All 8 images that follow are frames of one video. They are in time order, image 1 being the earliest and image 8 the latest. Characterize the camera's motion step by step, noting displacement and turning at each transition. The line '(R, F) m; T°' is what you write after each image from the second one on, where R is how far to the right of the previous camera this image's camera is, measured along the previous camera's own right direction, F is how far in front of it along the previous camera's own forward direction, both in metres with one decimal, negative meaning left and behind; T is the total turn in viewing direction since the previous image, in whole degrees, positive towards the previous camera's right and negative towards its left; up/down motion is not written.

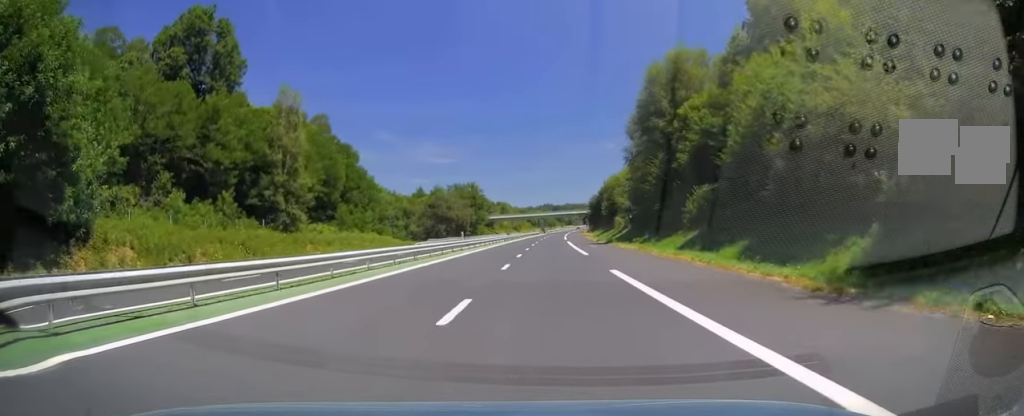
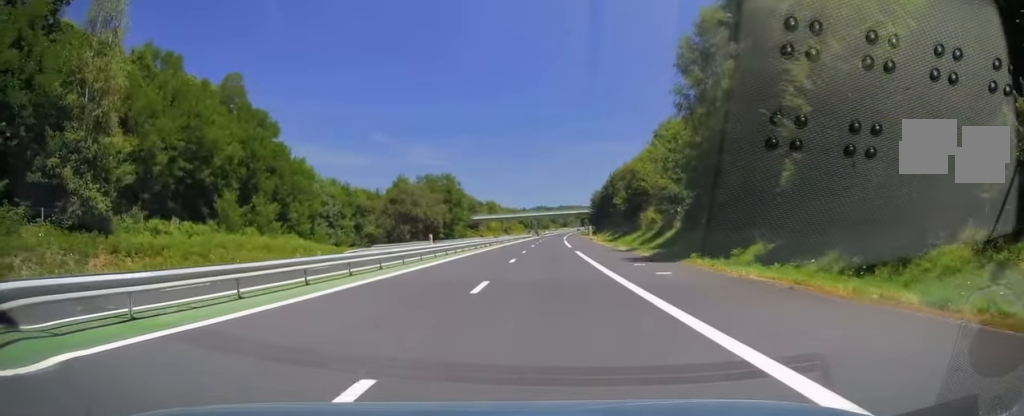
(+0.1, +29.7) m; 0°
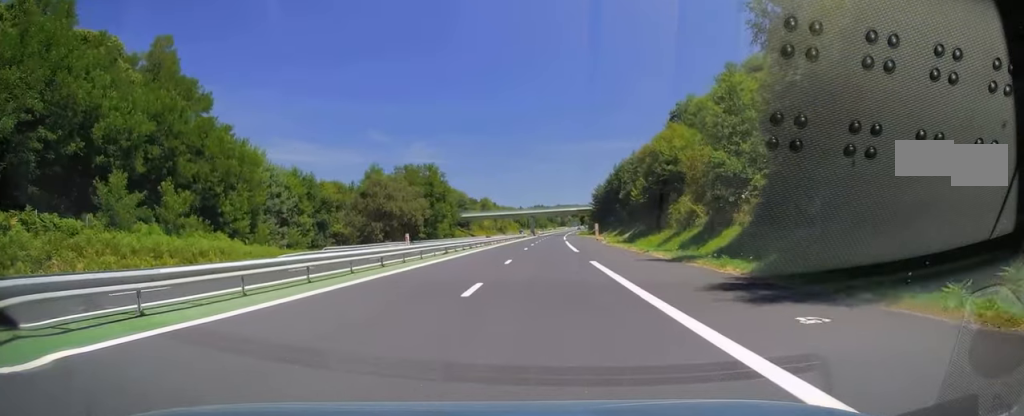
(0.0, +15.6) m; 0°
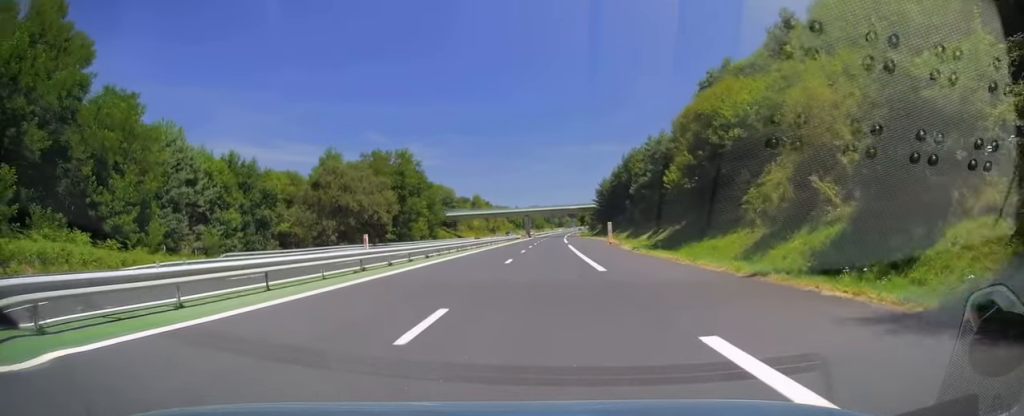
(0.0, +18.6) m; 0°
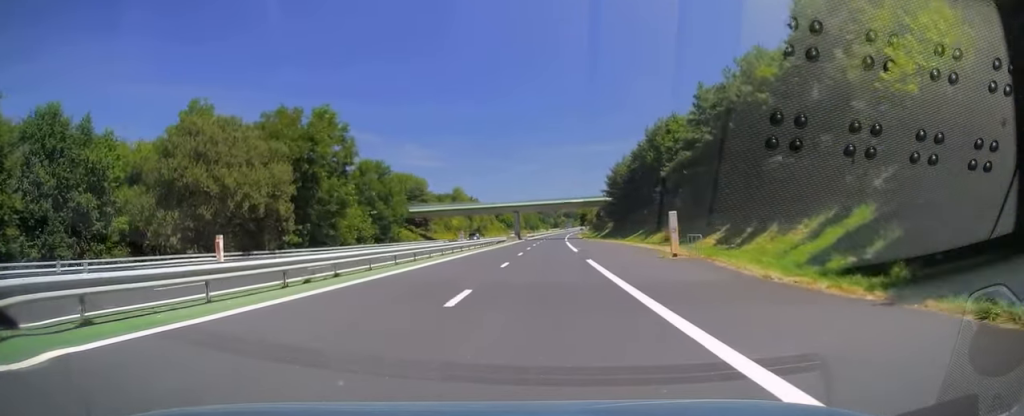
(+0.1, +30.8) m; 0°
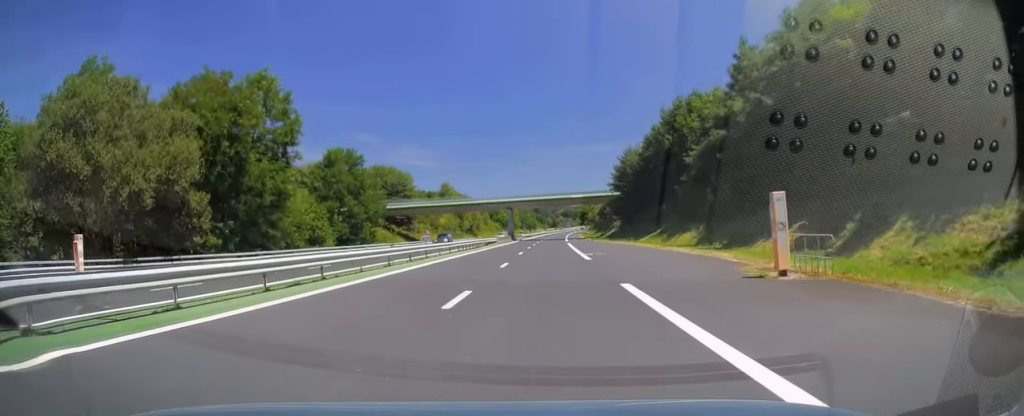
(0.0, +13.2) m; 0°
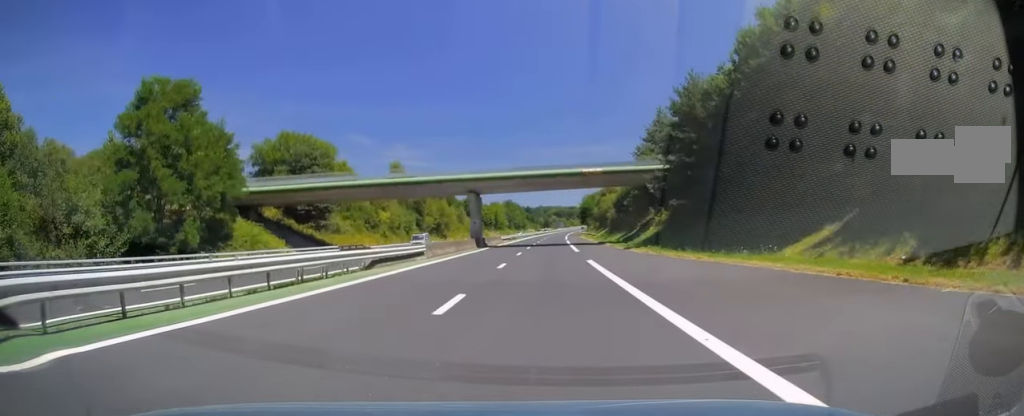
(+0.5, +39.6) m; +1°
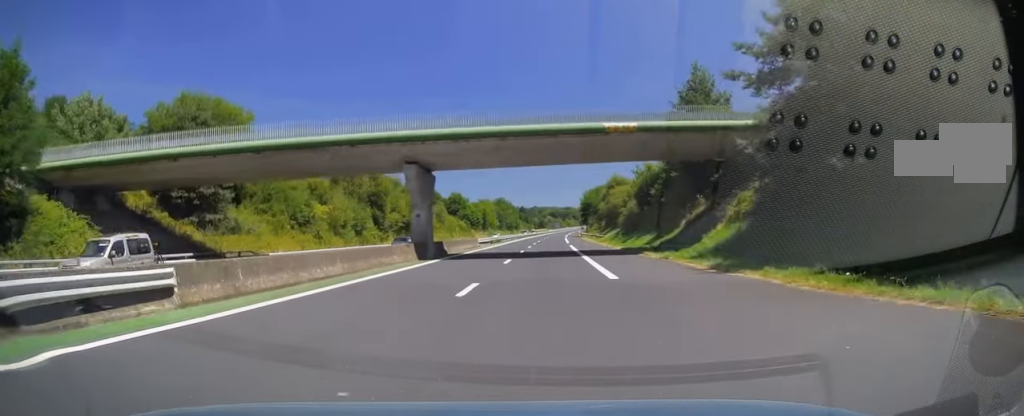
(0.0, +23.0) m; 0°
